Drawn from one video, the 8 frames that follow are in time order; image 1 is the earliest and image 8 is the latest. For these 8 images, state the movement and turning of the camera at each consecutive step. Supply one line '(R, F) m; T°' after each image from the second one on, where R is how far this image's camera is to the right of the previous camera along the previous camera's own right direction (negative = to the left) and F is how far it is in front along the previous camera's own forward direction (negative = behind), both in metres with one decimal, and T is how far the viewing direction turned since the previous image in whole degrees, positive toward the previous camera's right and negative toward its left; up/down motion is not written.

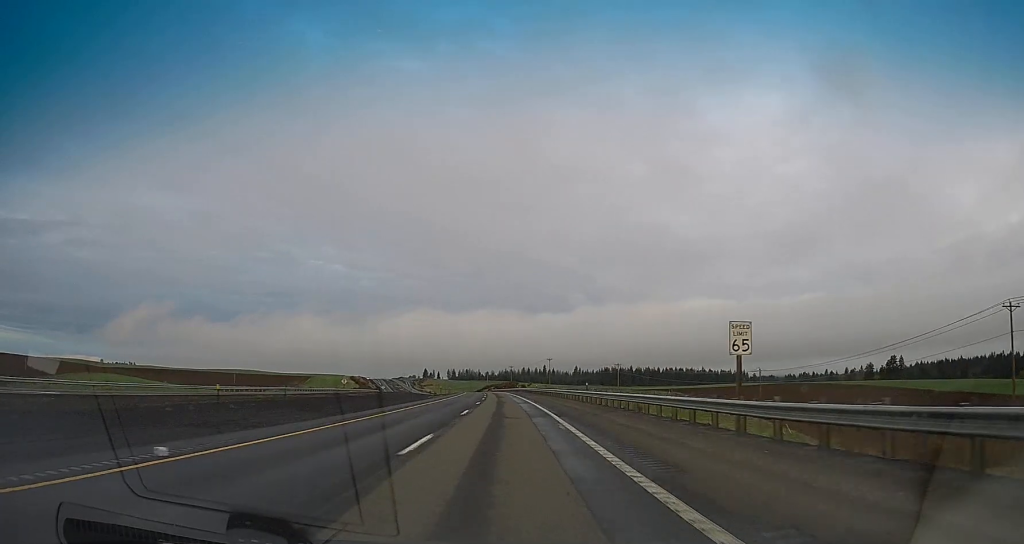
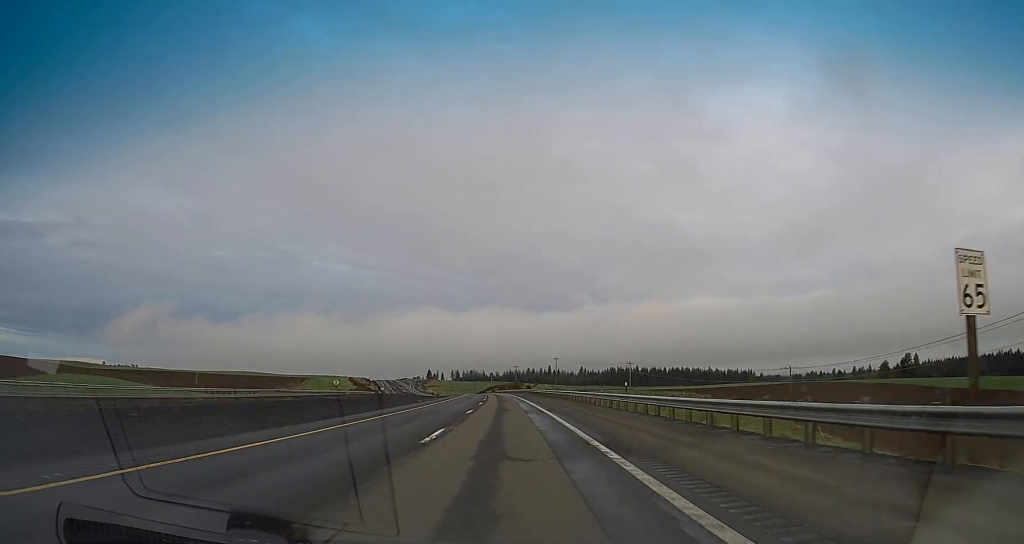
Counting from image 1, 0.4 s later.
(0.0, +12.8) m; 0°
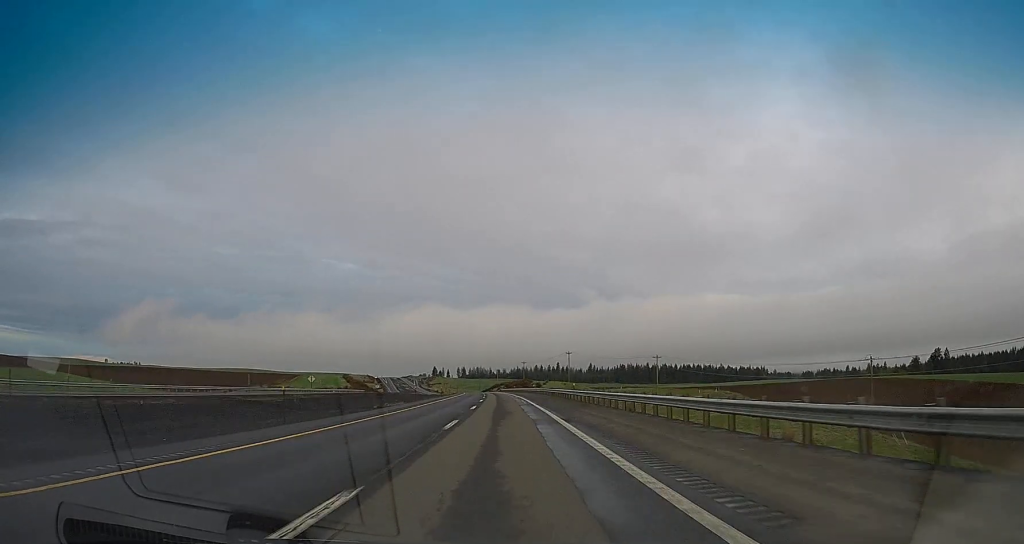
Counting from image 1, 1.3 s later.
(-0.1, +26.8) m; -1°
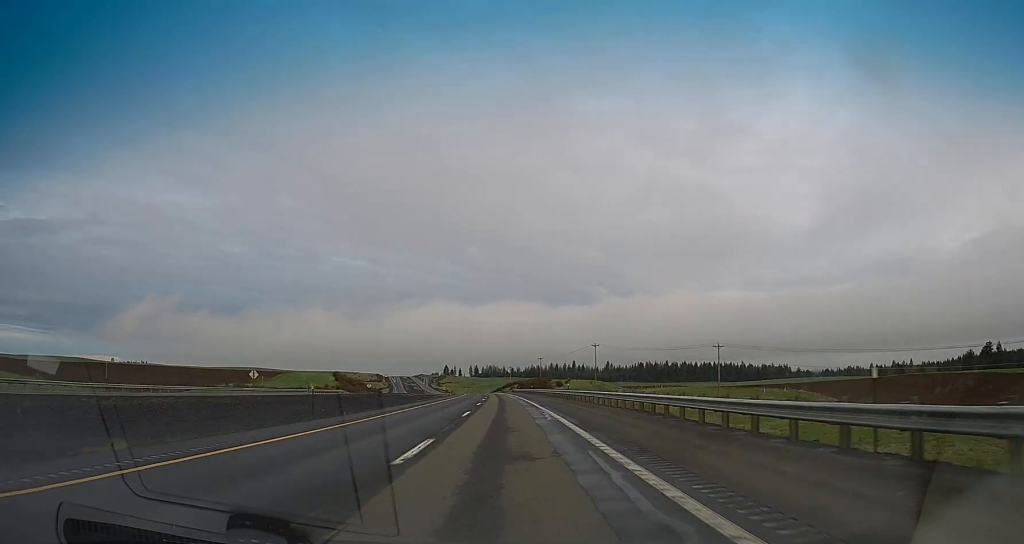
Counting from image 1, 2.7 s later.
(-0.3, +39.6) m; -2°
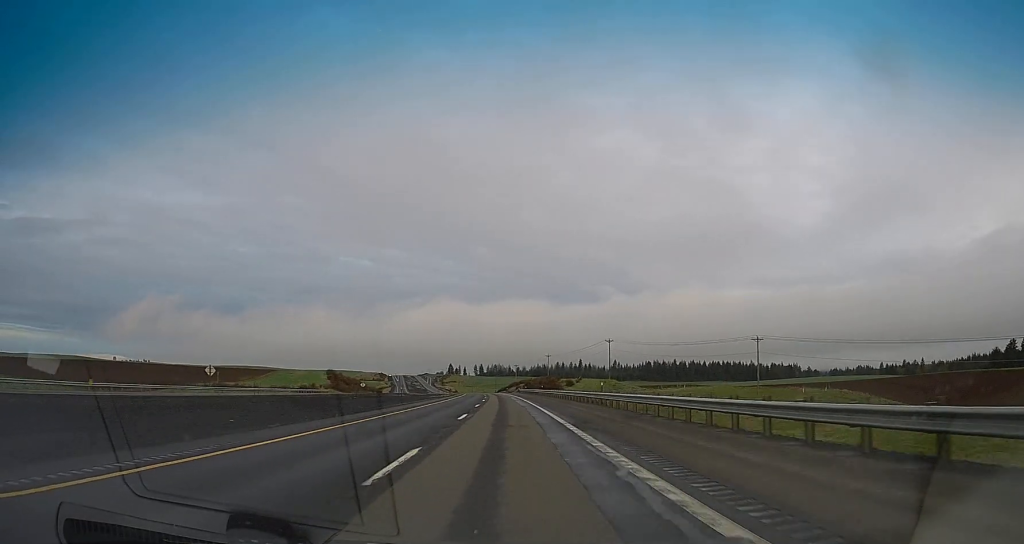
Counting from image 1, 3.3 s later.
(-0.3, +17.8) m; 0°
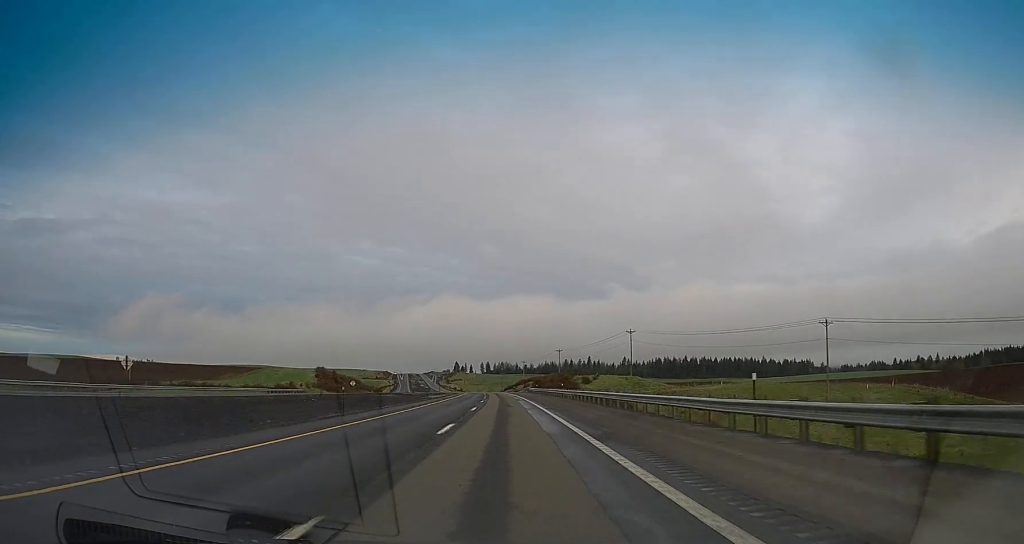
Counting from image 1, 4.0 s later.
(-0.1, +22.8) m; -1°
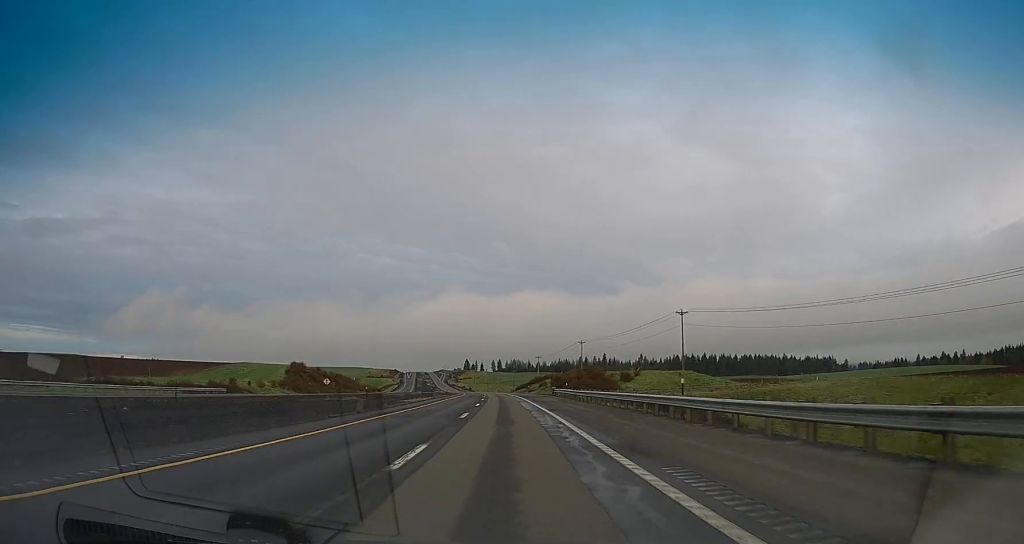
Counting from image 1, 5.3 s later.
(-0.5, +38.7) m; -1°
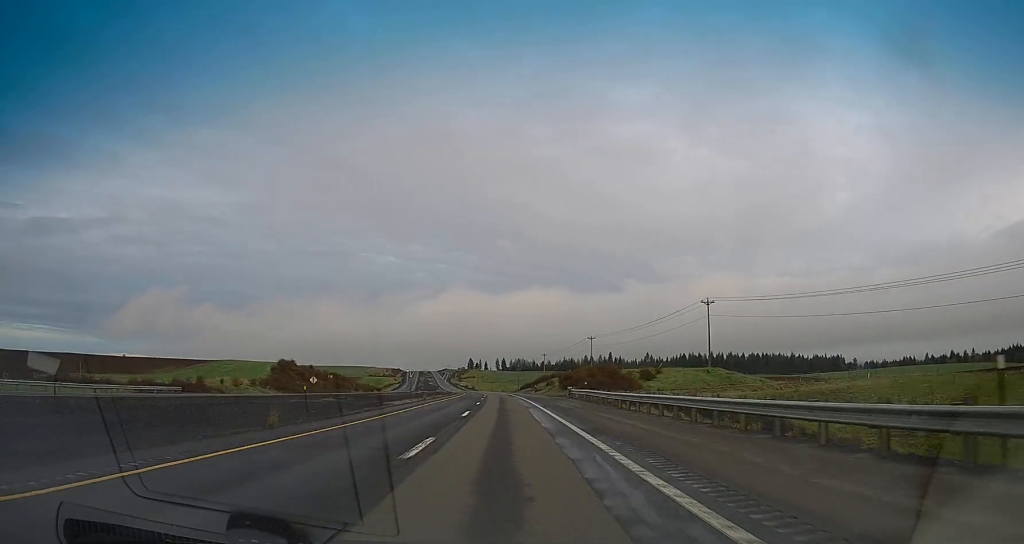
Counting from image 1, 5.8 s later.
(-0.2, +13.9) m; 0°
